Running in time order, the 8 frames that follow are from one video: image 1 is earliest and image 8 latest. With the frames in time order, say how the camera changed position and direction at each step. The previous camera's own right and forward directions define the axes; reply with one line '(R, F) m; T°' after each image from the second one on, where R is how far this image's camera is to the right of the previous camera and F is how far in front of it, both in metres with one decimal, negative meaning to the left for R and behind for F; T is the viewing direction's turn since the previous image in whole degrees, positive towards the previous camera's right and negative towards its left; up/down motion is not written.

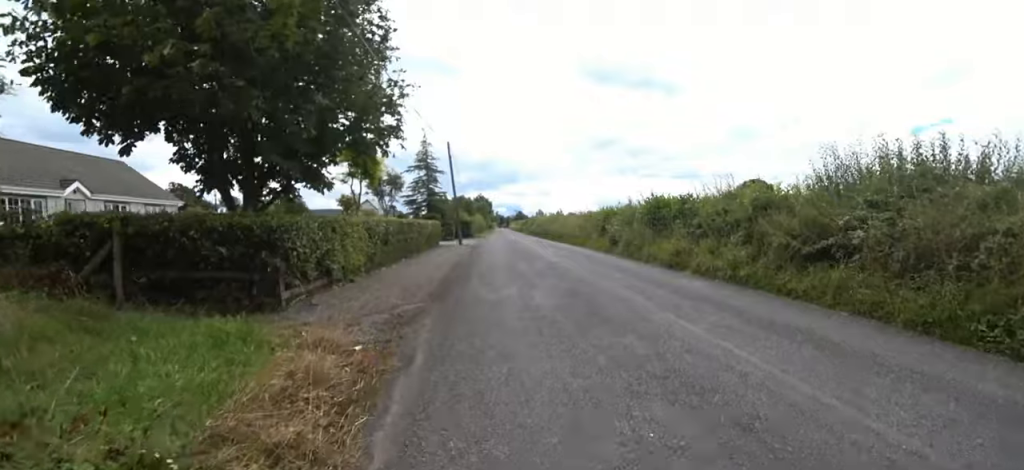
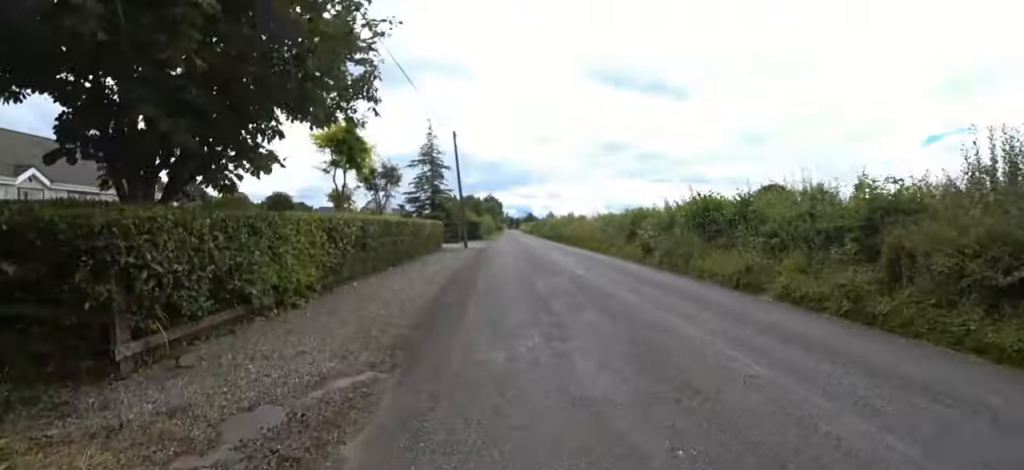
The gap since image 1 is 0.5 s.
(-0.4, +3.1) m; 0°
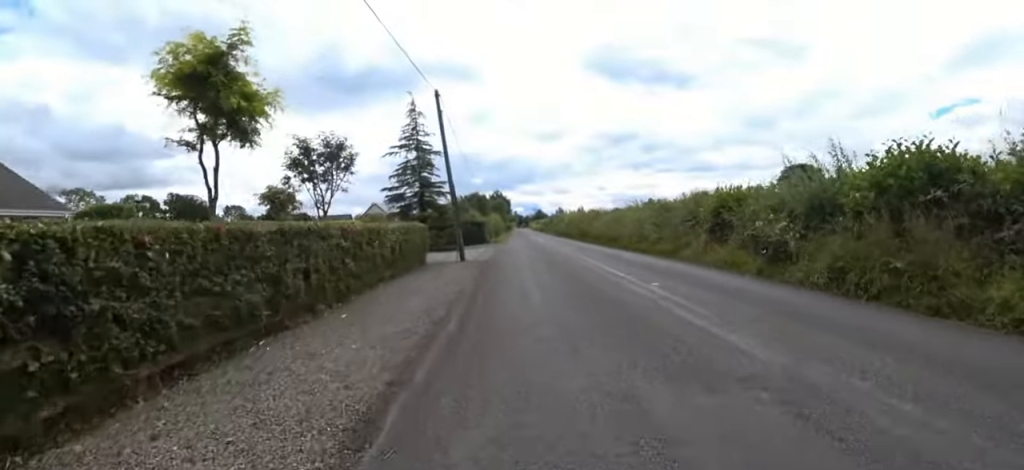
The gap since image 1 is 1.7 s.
(+0.3, +7.2) m; 0°
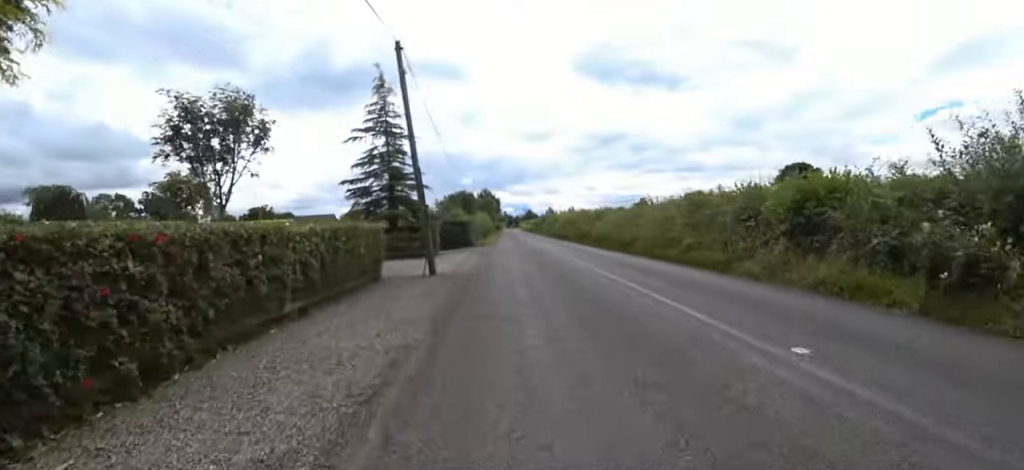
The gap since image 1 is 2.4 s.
(-0.2, +4.2) m; 0°
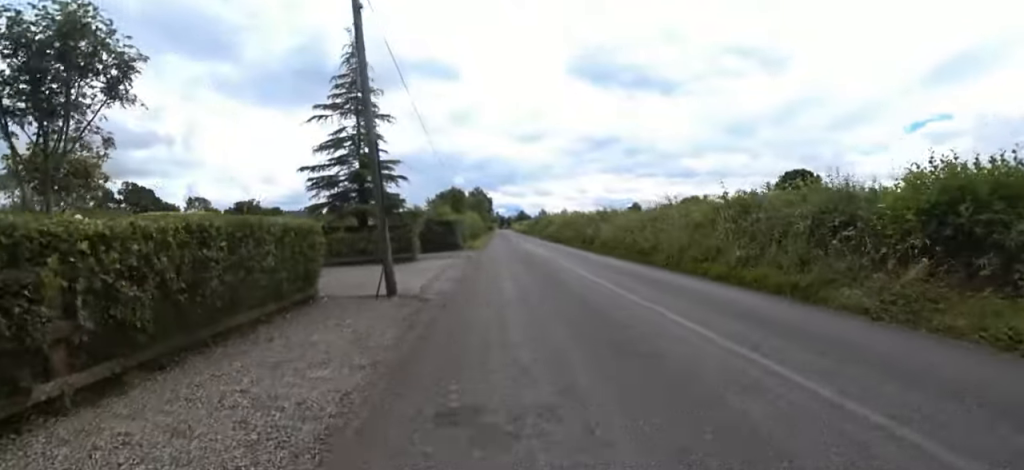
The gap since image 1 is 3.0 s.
(-0.4, +3.3) m; 0°
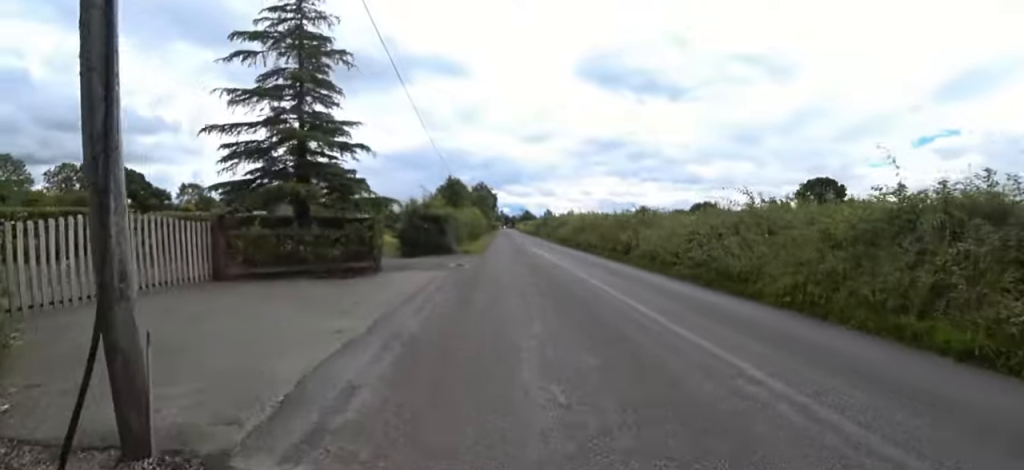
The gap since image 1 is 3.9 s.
(+0.8, +5.7) m; 0°
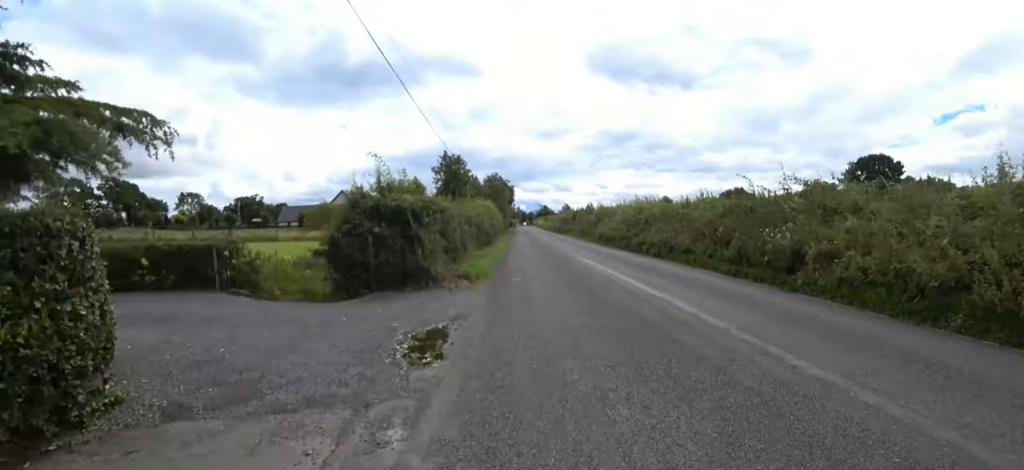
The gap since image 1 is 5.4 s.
(-0.4, +9.3) m; +4°
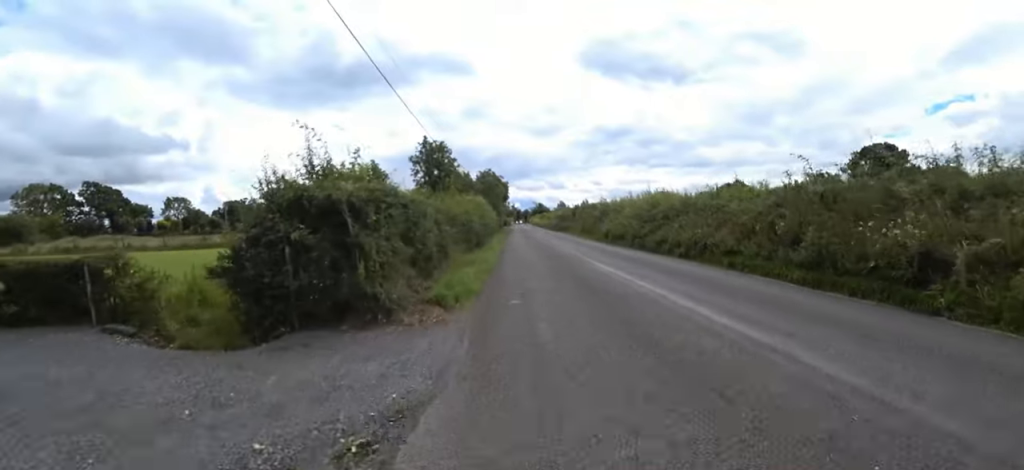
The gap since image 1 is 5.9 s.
(+0.2, +3.2) m; +4°
